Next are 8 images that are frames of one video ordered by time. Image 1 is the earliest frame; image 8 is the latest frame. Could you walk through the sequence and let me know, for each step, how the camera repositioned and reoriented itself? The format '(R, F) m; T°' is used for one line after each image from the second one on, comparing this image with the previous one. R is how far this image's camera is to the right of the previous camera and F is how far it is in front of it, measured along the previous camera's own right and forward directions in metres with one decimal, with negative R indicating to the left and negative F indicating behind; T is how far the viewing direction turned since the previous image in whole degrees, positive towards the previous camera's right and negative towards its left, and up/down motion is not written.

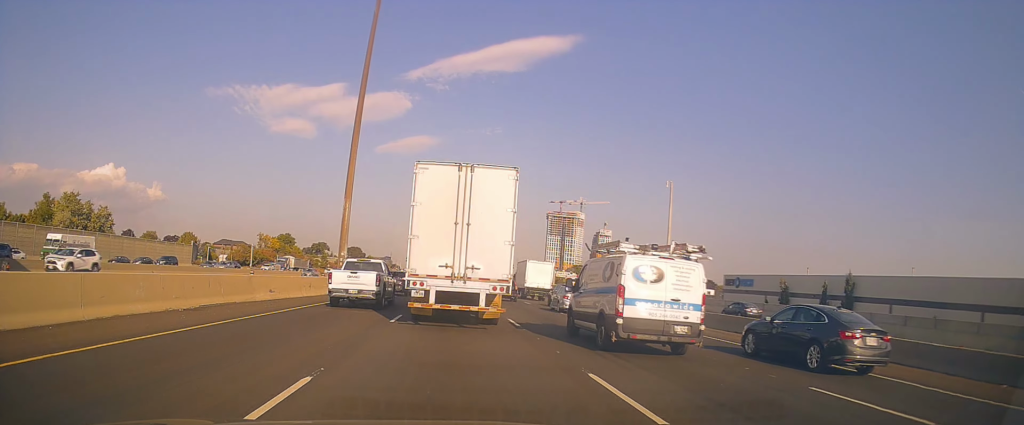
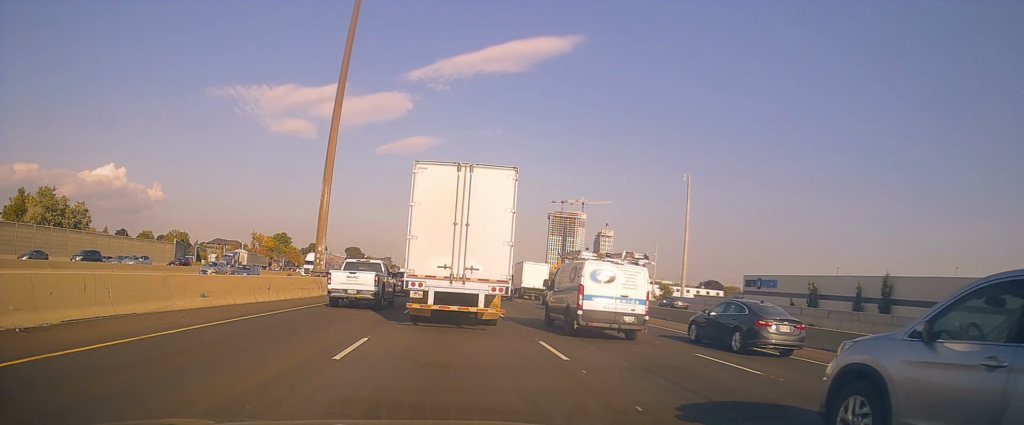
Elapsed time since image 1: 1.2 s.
(-0.3, +7.4) m; -4°
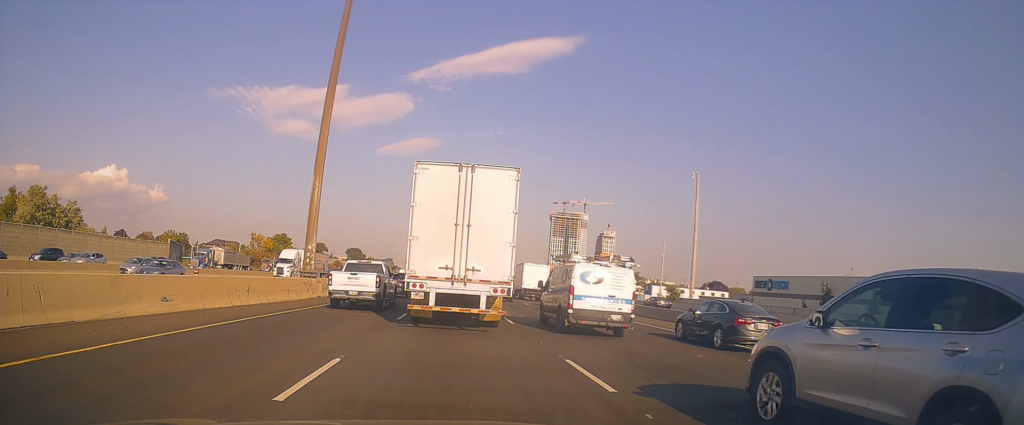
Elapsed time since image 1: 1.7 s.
(0.0, +2.9) m; +1°
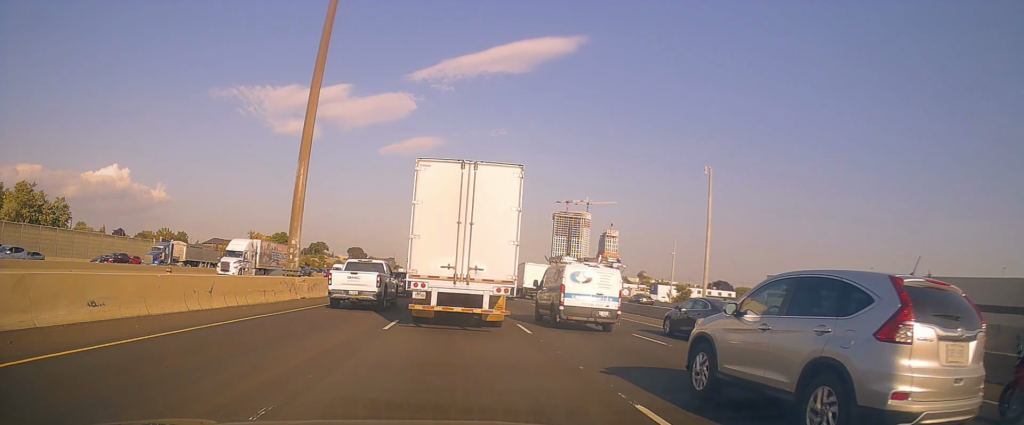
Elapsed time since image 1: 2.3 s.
(-0.1, +3.8) m; +4°
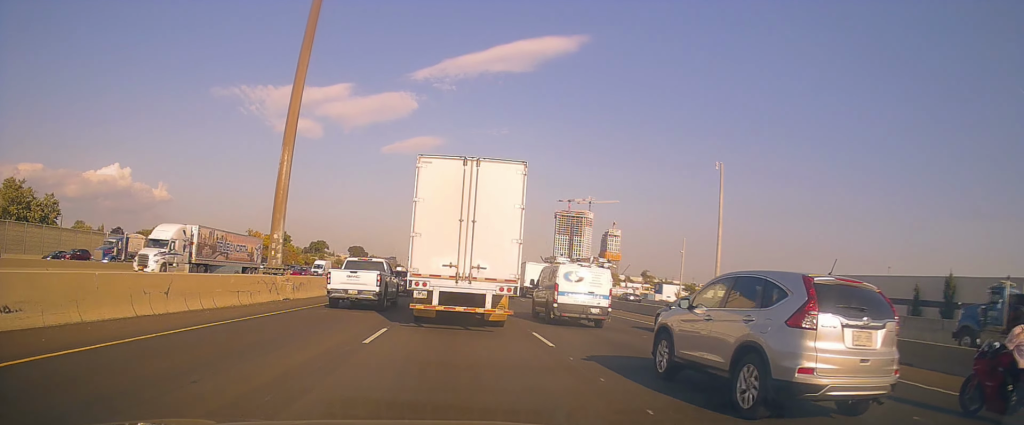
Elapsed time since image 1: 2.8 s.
(+0.2, +3.3) m; +1°
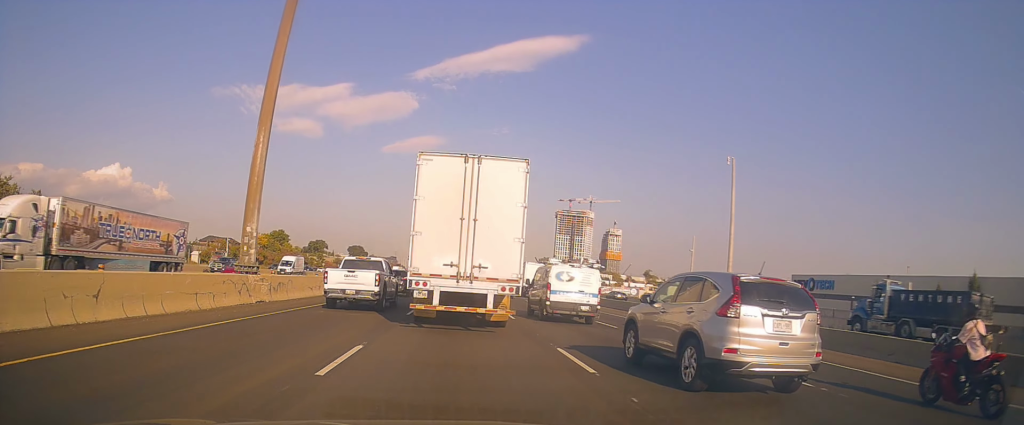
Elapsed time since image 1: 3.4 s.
(+0.4, +3.7) m; 0°
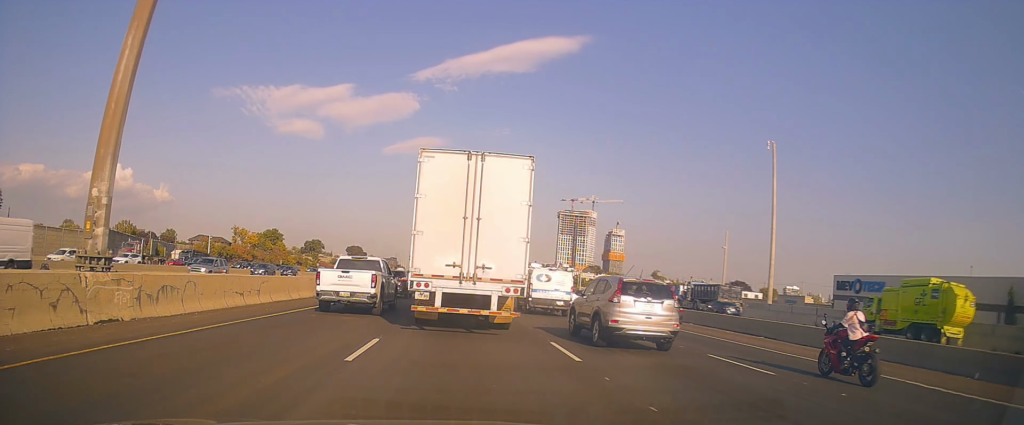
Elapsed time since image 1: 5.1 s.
(-0.4, +11.0) m; -2°
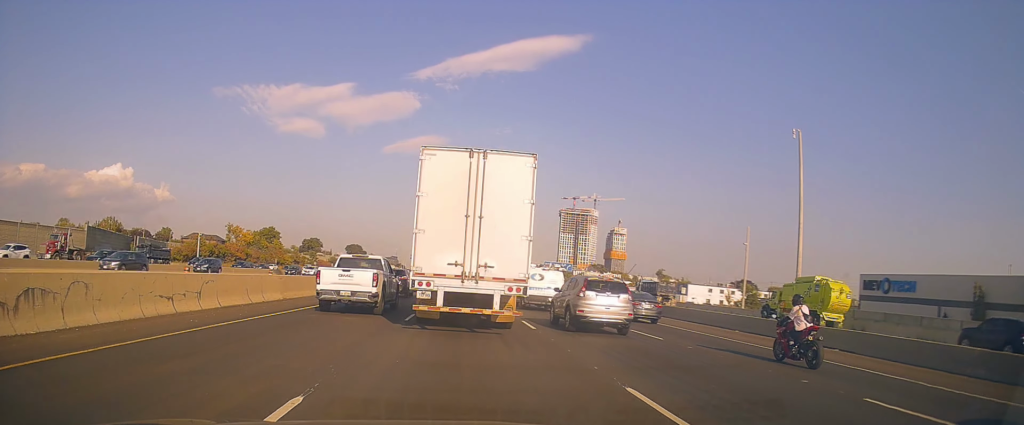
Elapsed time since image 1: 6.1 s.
(-0.2, +5.9) m; -5°
